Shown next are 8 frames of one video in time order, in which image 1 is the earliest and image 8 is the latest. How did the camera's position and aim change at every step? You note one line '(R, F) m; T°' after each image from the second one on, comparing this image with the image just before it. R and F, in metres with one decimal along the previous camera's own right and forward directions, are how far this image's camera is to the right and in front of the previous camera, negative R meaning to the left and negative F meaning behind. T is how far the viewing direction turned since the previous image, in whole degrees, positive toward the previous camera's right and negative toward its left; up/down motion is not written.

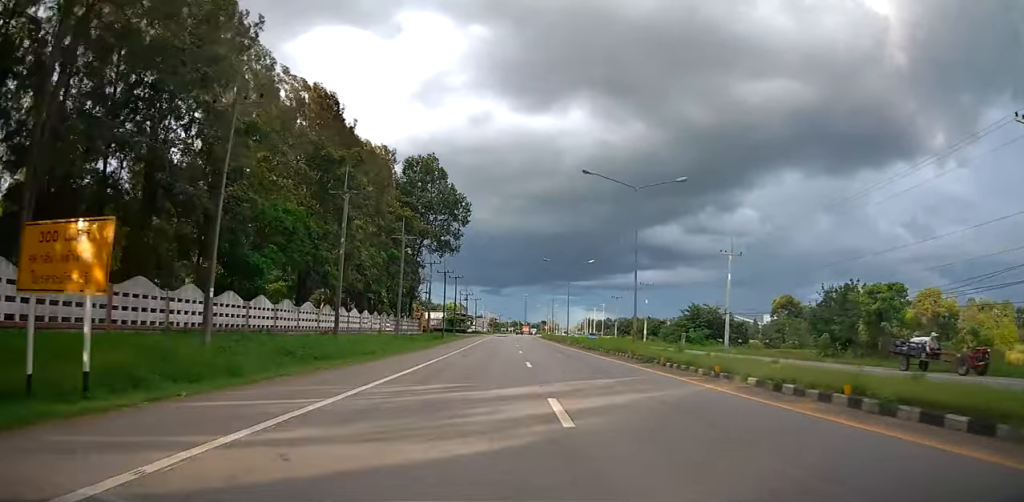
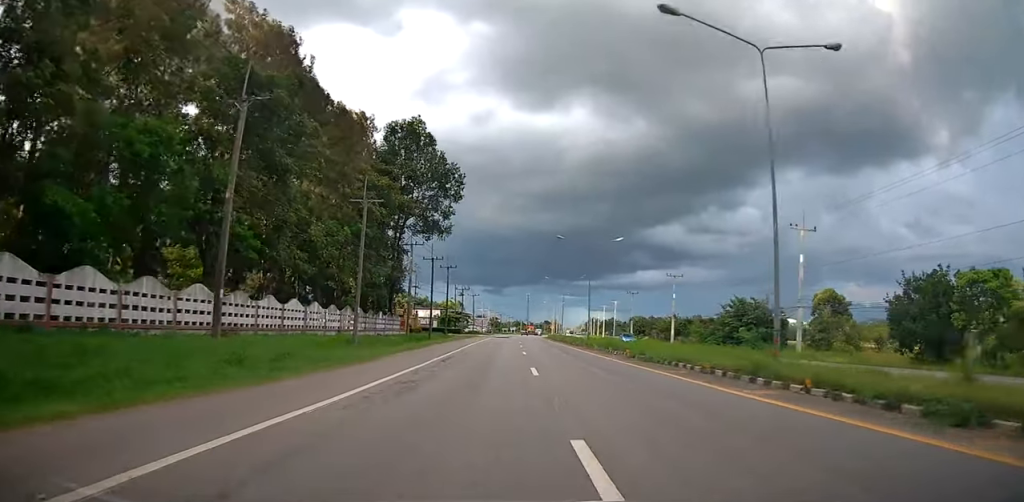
(+0.5, +15.9) m; 0°
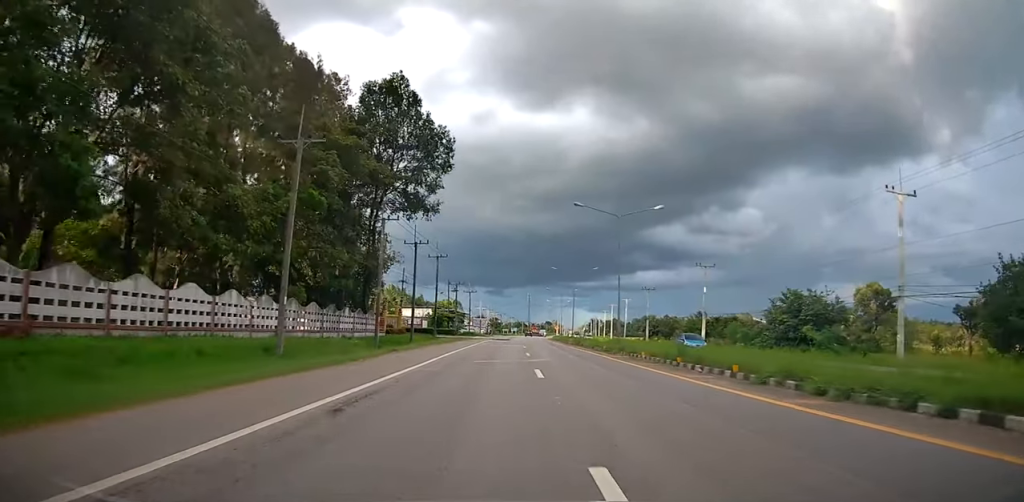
(0.0, +13.4) m; -1°
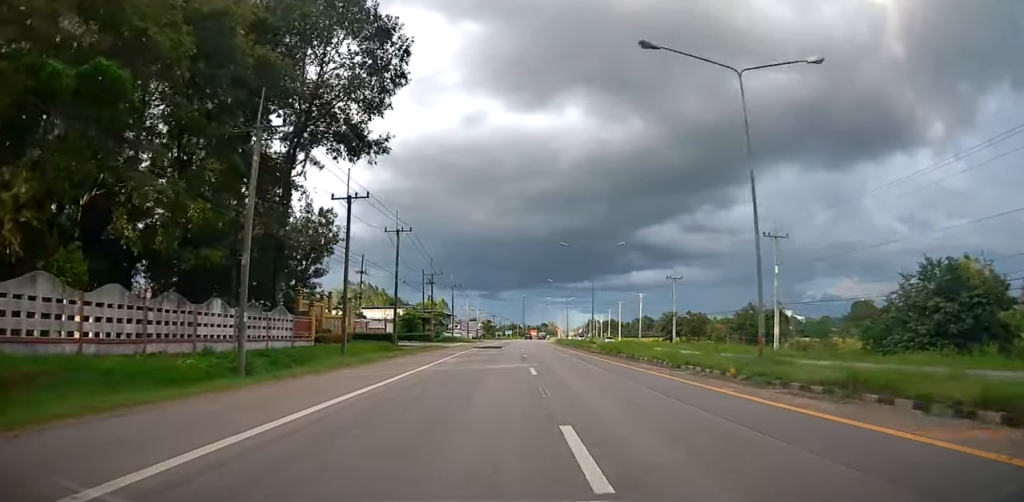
(-0.5, +21.9) m; -1°
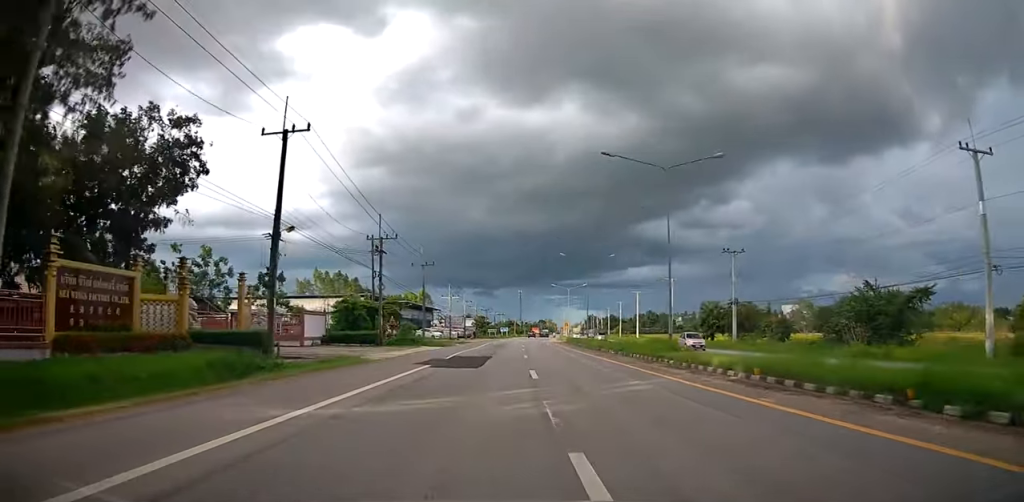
(+0.5, +25.7) m; +3°
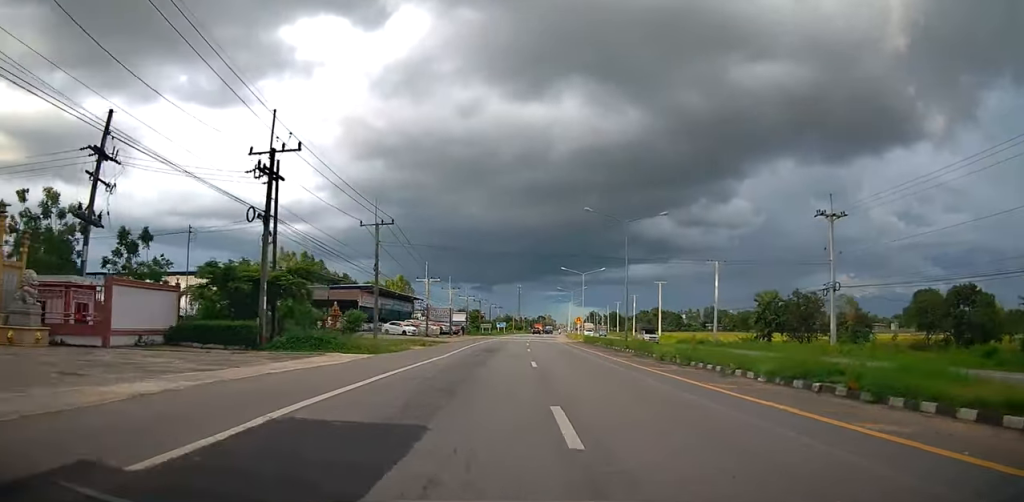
(+0.3, +21.5) m; 0°
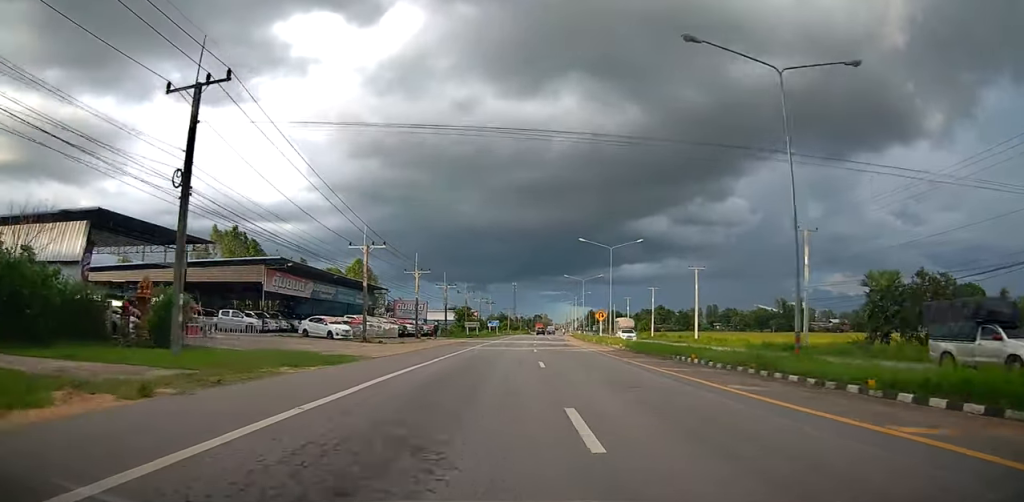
(-0.5, +24.4) m; 0°
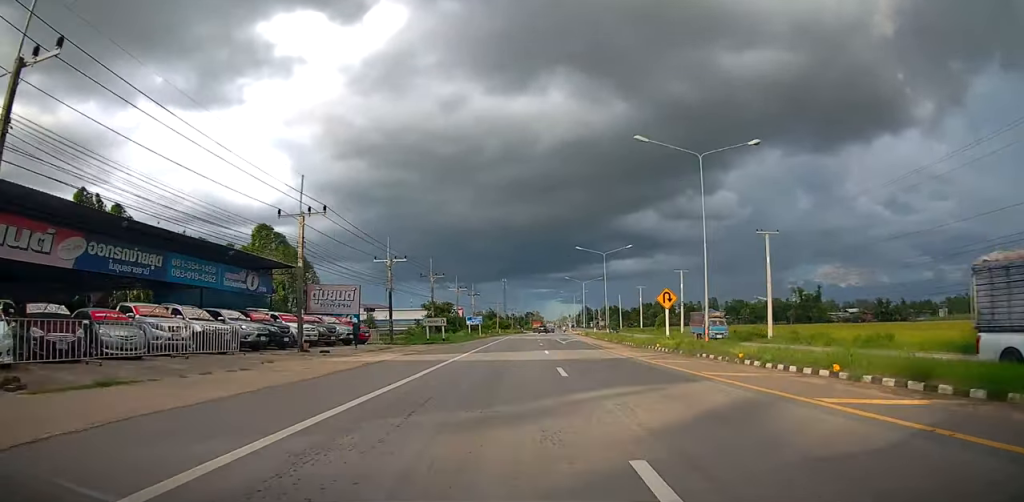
(+0.6, +27.8) m; +1°
